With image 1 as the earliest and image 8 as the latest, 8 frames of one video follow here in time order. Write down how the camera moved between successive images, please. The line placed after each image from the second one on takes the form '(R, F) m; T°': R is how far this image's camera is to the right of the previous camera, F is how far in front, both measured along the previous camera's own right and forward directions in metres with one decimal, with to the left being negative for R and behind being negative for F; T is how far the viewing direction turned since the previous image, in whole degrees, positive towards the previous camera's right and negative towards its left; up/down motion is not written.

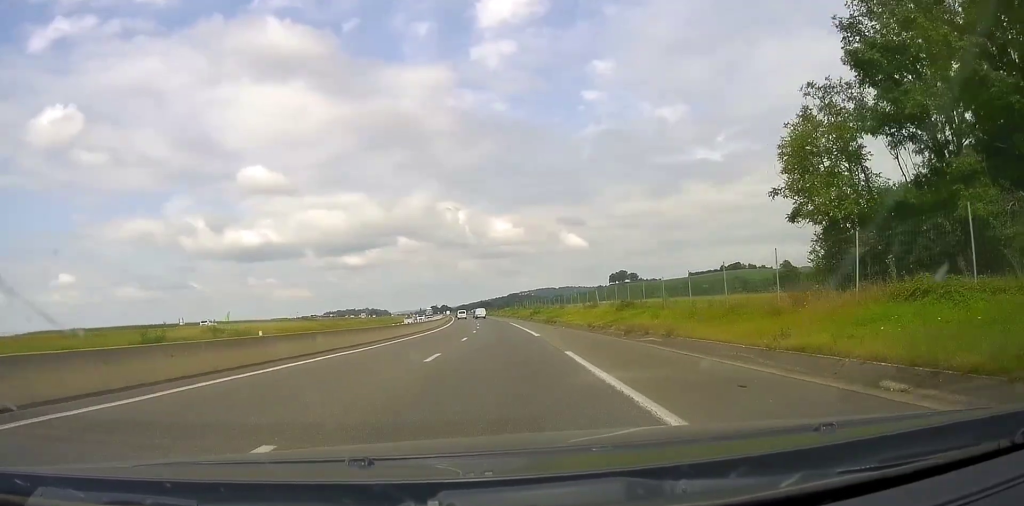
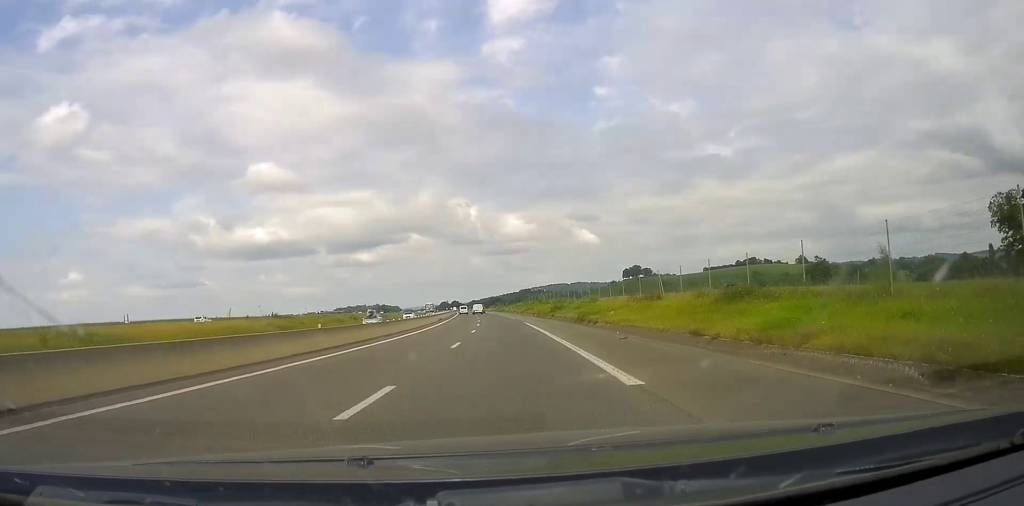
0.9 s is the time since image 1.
(-0.1, +21.2) m; 0°
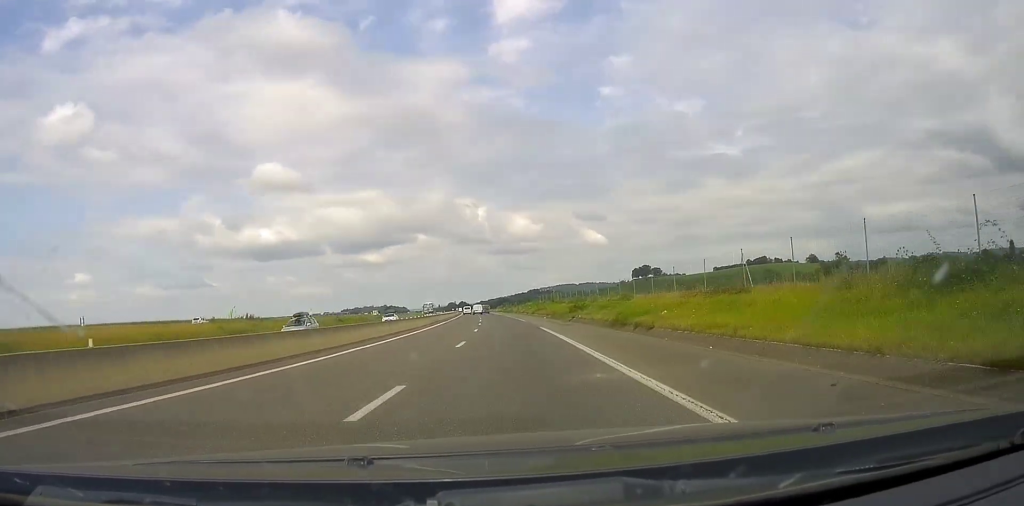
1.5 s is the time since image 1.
(0.0, +12.9) m; 0°
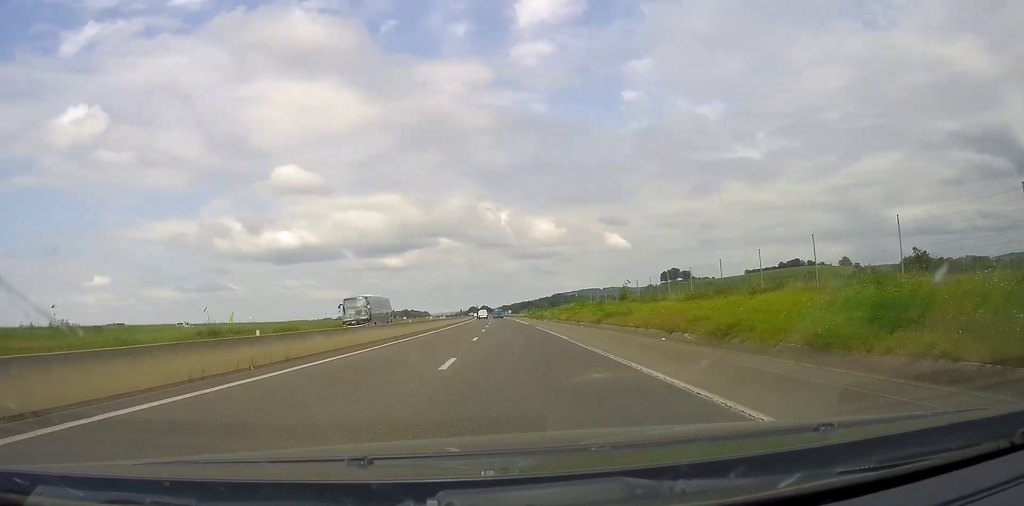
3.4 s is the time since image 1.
(-0.7, +43.8) m; -3°
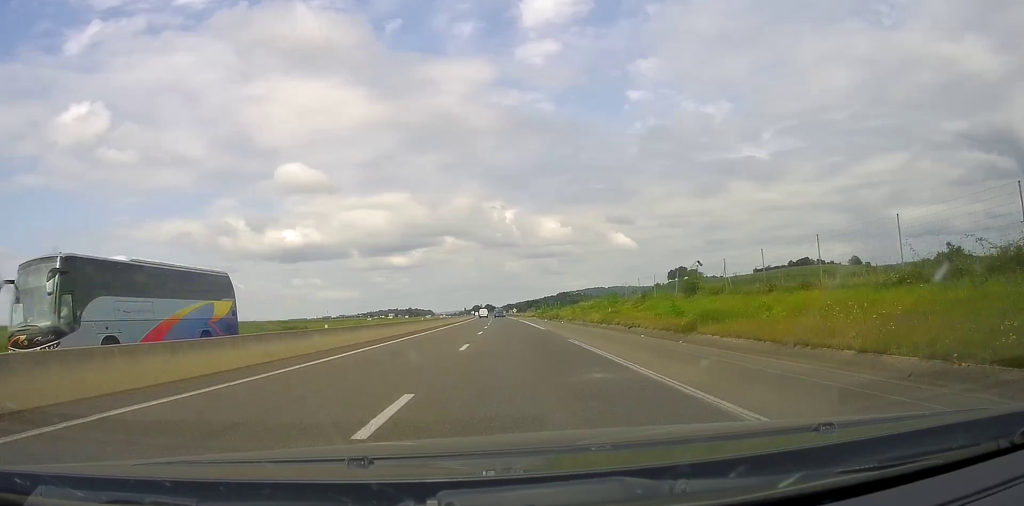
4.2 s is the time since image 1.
(-0.3, +18.8) m; 0°
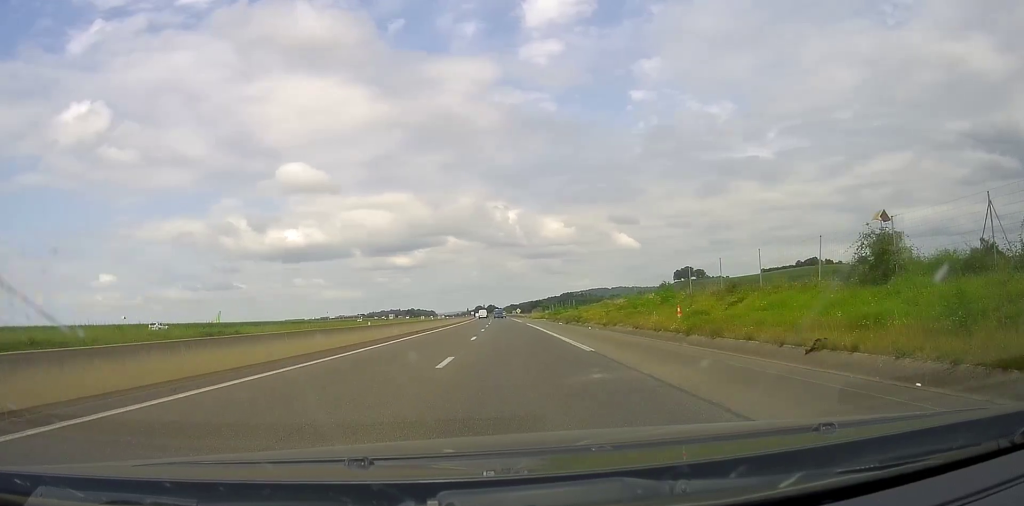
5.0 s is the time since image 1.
(+0.3, +18.0) m; -1°
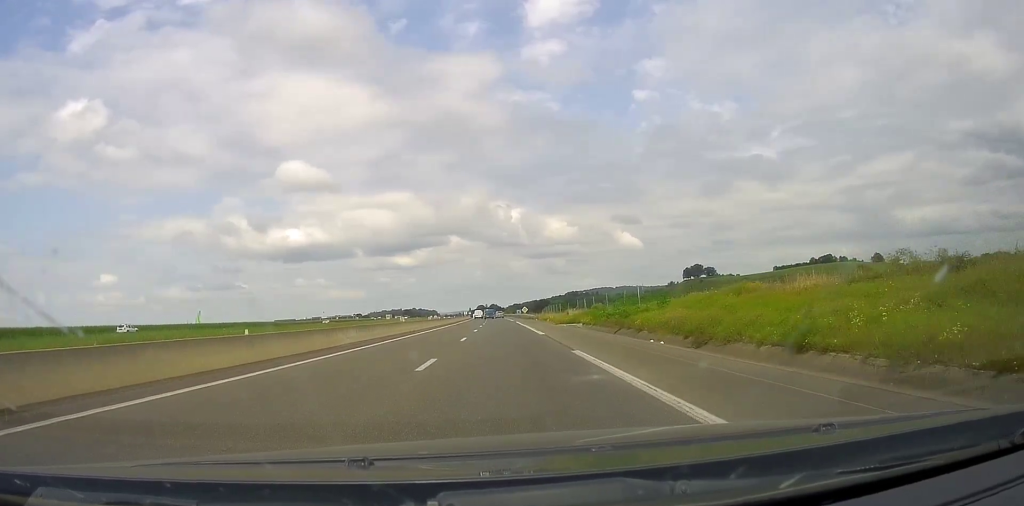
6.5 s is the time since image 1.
(-1.0, +38.2) m; -2°
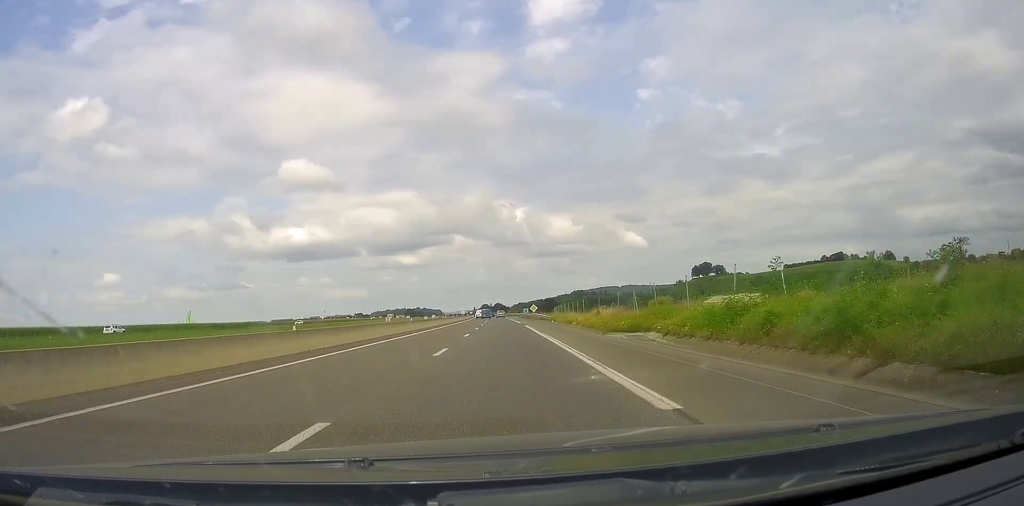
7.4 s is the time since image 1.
(+0.2, +21.8) m; 0°
